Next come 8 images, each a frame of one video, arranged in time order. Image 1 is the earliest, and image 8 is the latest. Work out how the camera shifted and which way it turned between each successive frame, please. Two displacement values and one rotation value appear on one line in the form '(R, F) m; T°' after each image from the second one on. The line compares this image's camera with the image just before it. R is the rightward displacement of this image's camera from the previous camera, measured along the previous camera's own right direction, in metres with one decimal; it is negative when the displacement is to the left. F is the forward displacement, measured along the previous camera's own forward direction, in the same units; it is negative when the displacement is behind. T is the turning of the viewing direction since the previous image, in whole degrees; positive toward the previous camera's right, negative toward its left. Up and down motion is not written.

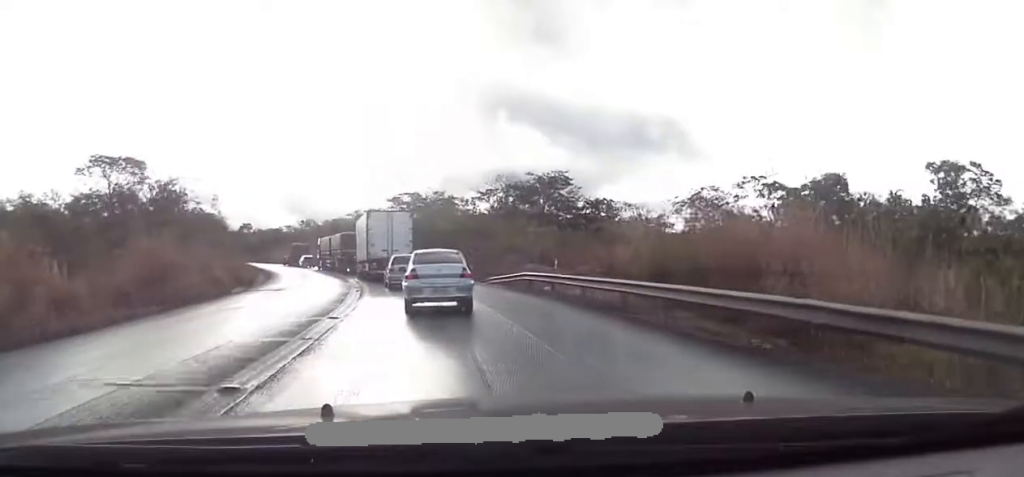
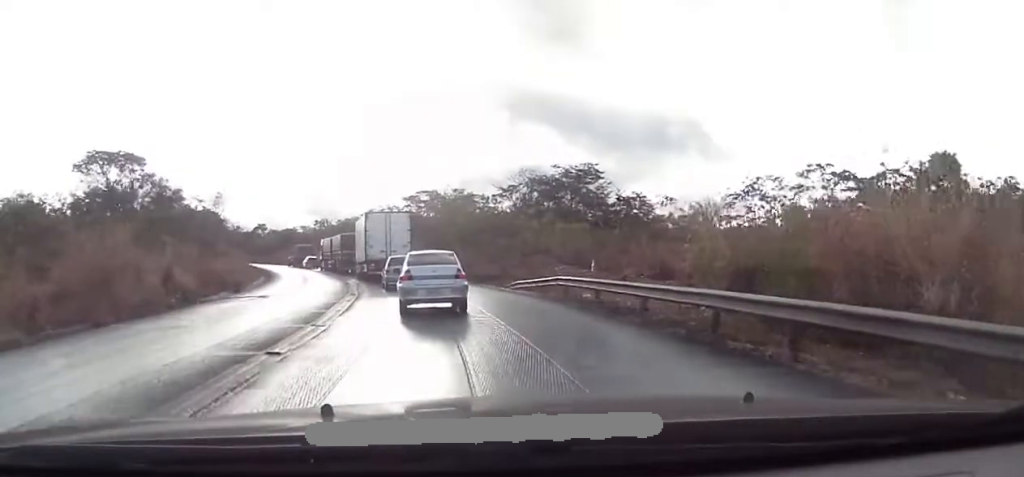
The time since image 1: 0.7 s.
(0.0, +5.8) m; 0°
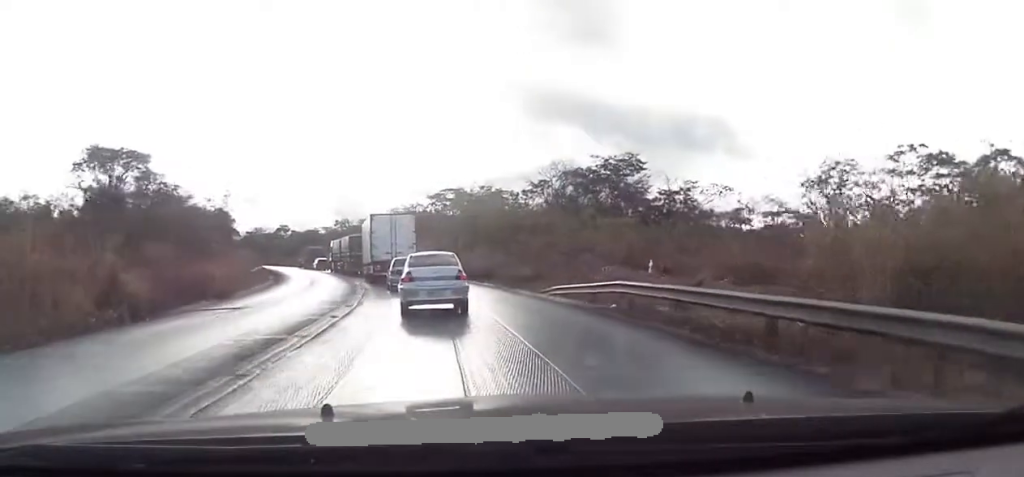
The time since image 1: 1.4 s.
(-0.4, +6.0) m; -1°
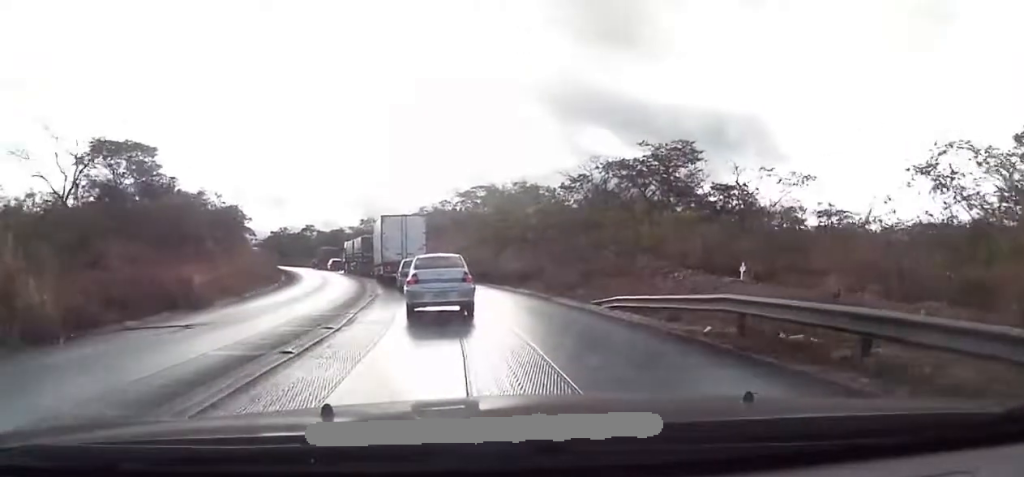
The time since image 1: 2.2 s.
(+0.4, +6.1) m; 0°
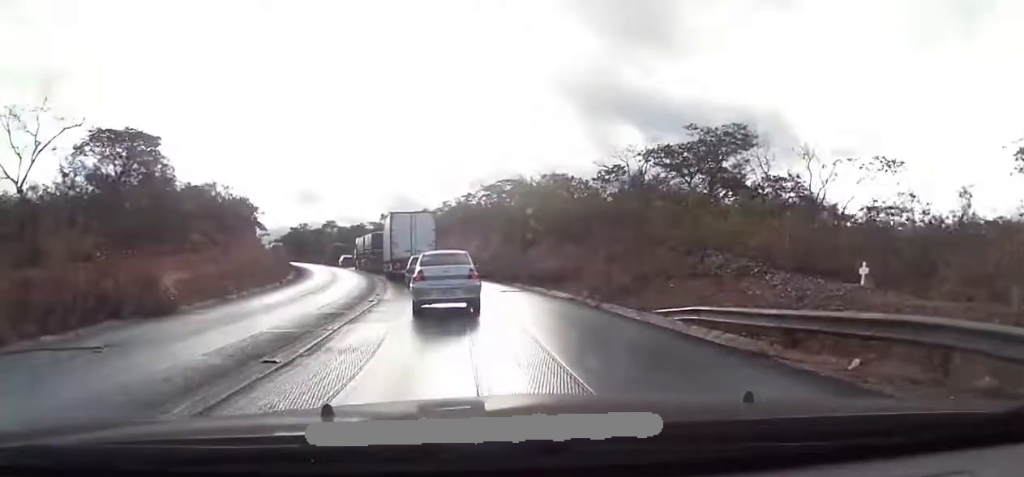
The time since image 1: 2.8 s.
(-0.2, +5.1) m; -3°
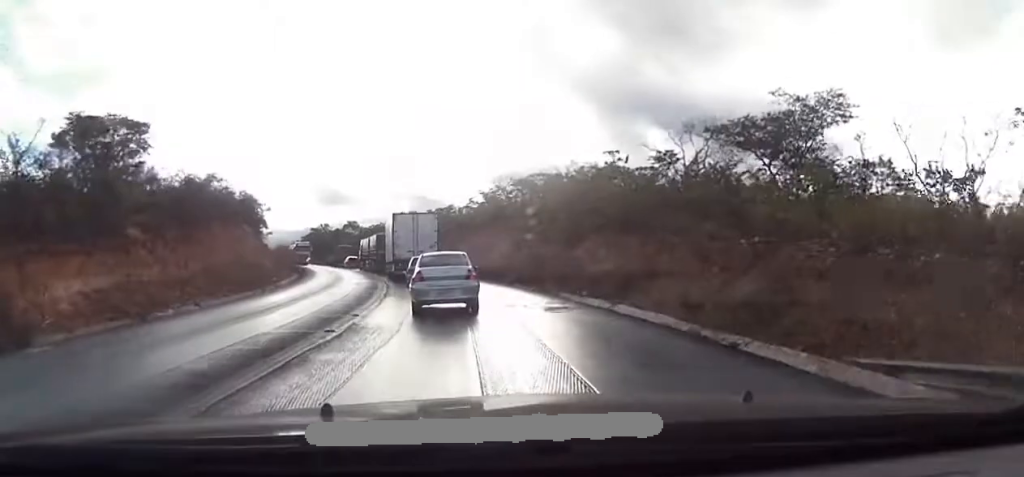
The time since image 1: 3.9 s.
(-0.6, +8.8) m; -7°
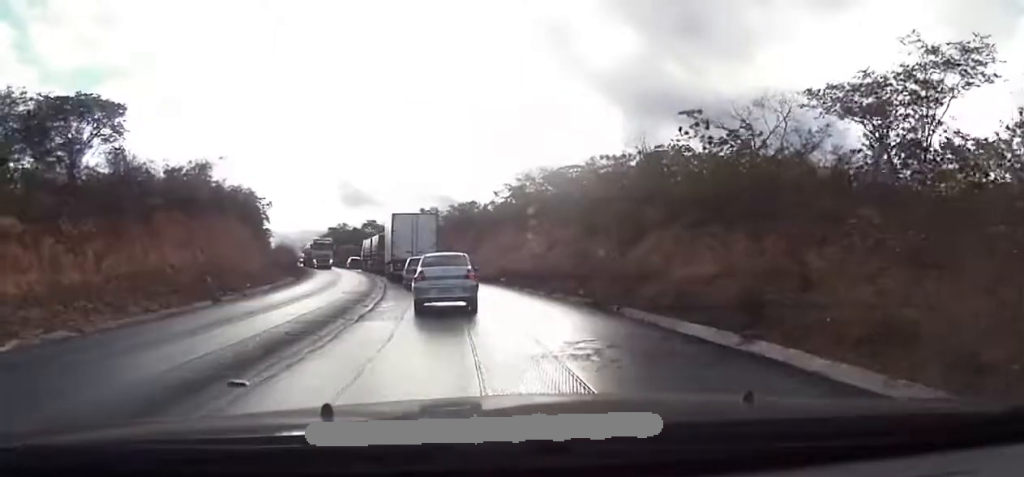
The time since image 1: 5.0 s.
(-0.4, +9.0) m; -3°
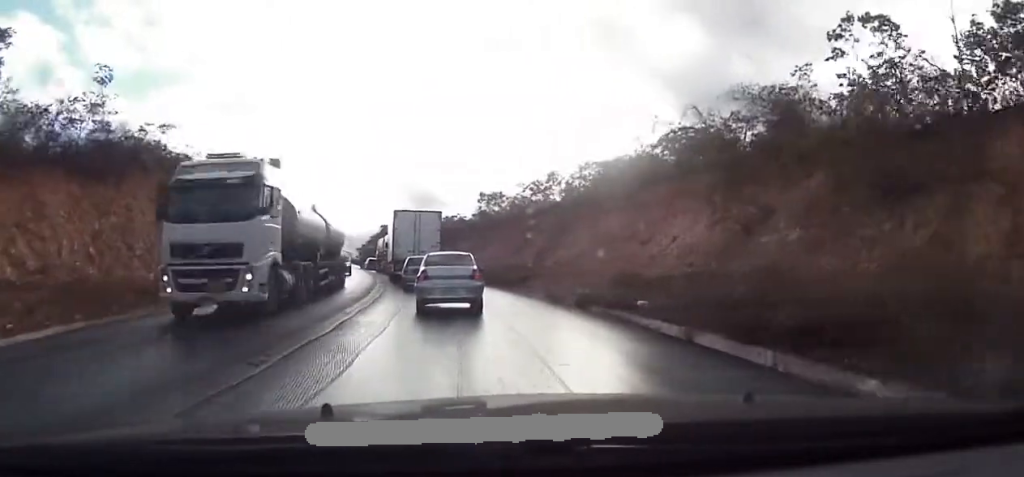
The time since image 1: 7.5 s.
(-0.6, +22.4) m; -4°
